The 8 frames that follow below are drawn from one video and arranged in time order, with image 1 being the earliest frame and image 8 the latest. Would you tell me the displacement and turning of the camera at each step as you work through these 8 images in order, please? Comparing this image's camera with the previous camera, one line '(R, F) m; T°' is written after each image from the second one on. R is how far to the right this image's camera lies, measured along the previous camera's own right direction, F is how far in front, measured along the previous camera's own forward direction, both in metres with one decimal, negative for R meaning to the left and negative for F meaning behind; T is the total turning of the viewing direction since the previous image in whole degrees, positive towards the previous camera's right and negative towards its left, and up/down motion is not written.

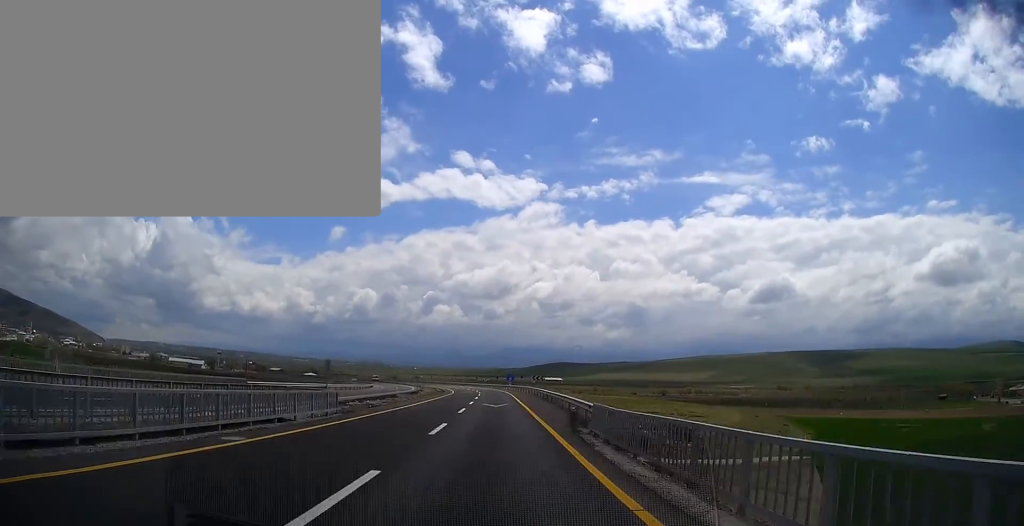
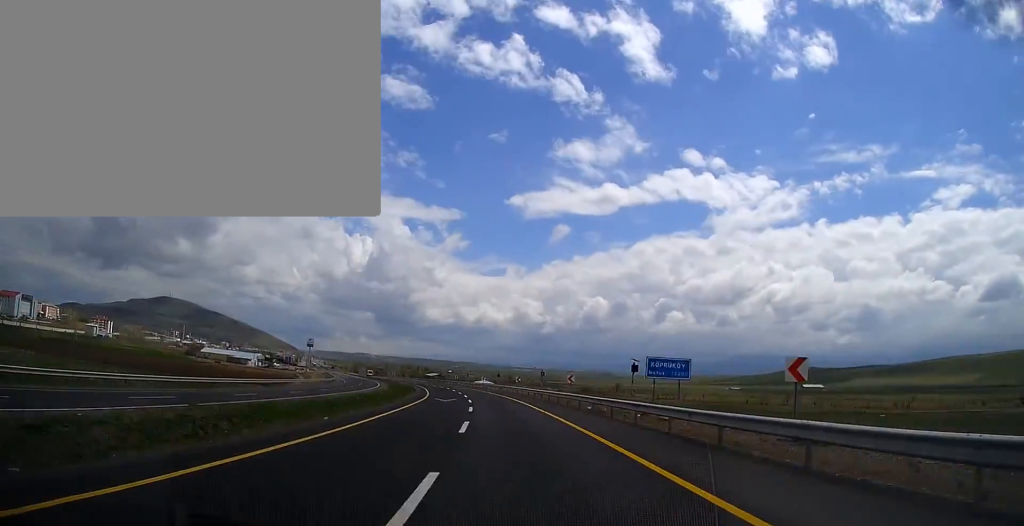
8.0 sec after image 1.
(-28.7, +250.7) m; -20°
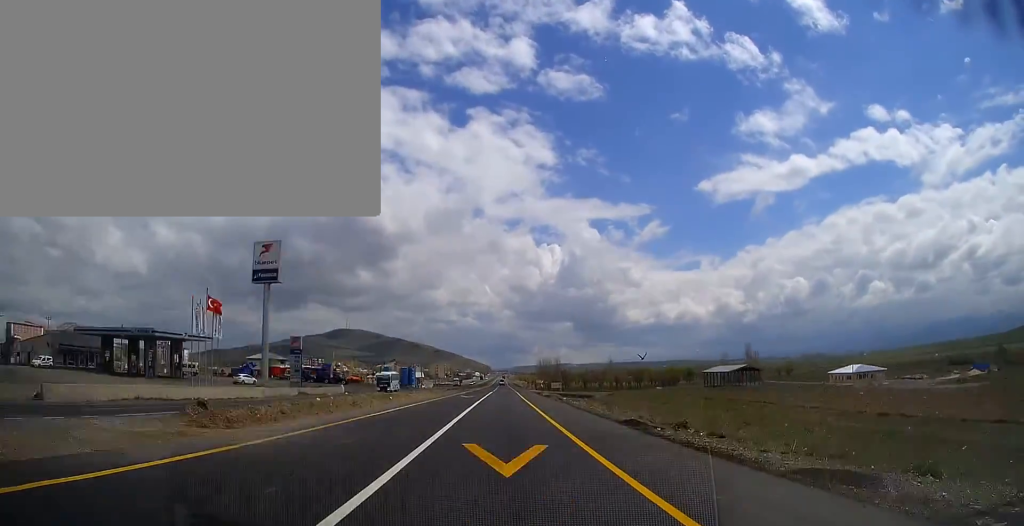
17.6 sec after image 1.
(-50.8, +265.6) m; -14°
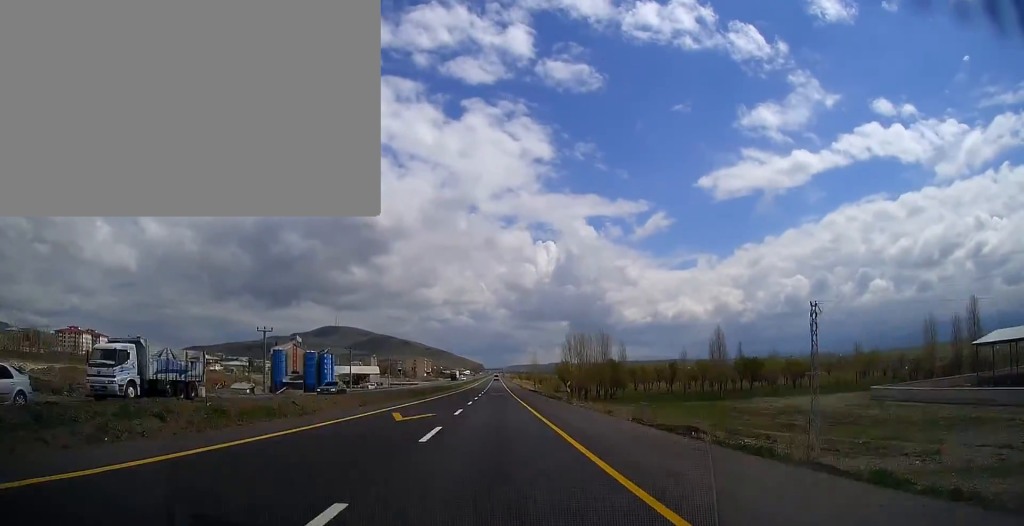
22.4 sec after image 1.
(-2.3, +129.7) m; -1°
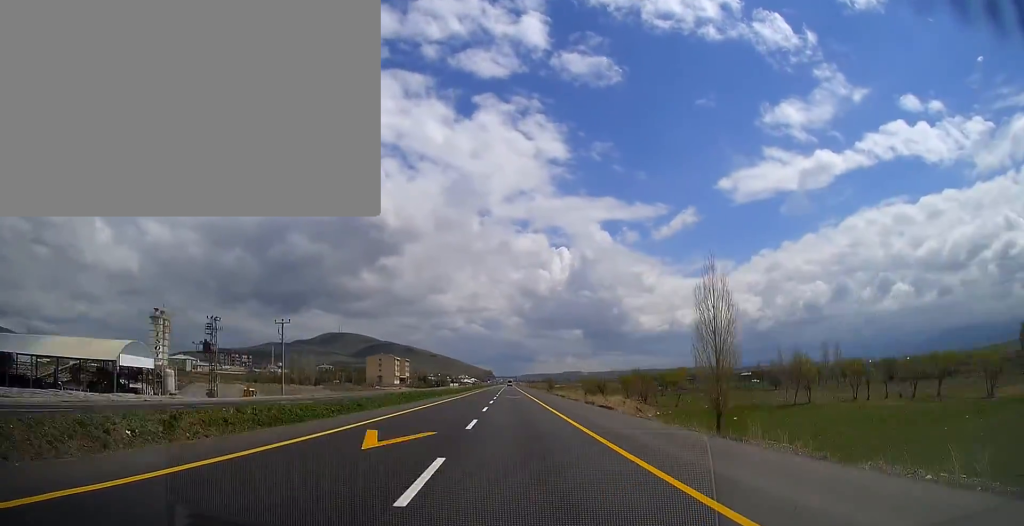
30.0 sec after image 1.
(-0.4, +195.4) m; 0°
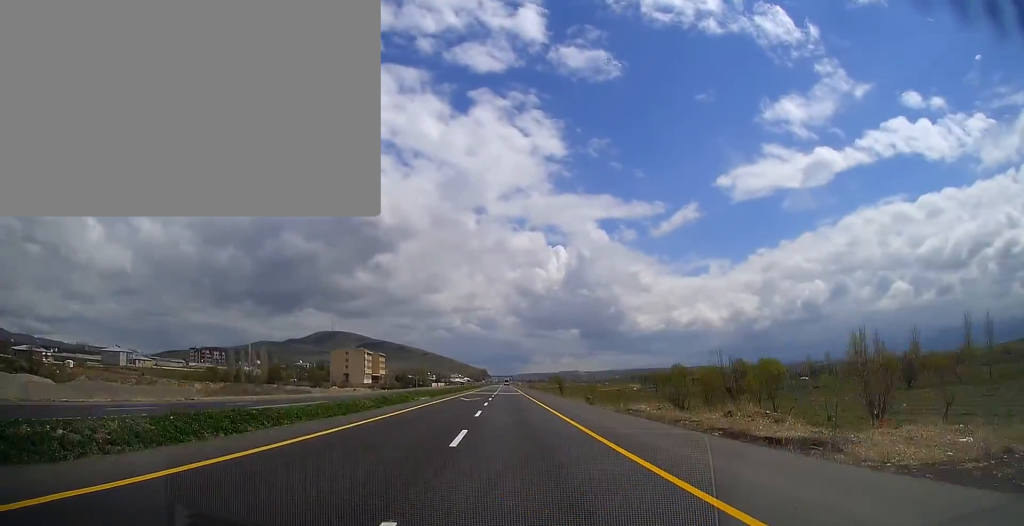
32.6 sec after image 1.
(-0.1, +67.0) m; 0°
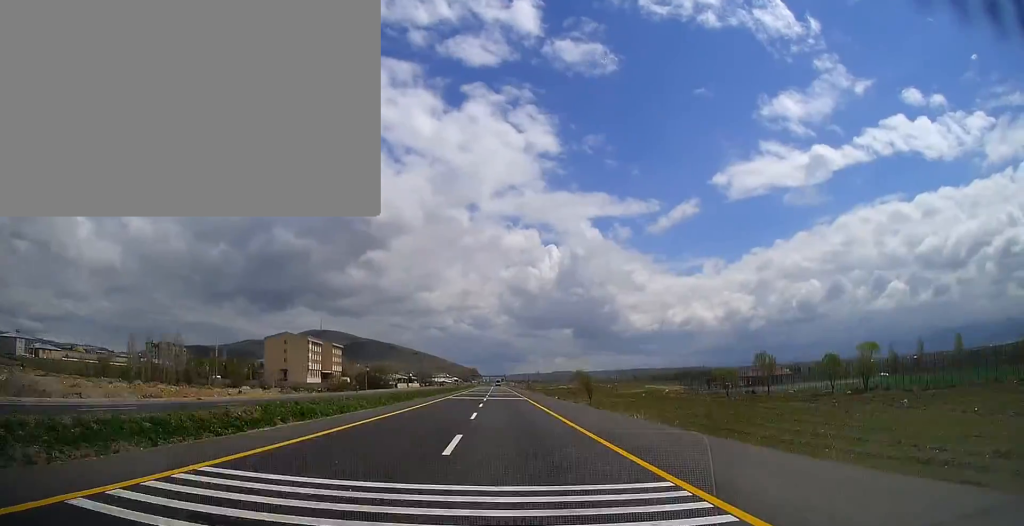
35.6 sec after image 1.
(+0.3, +72.2) m; 0°
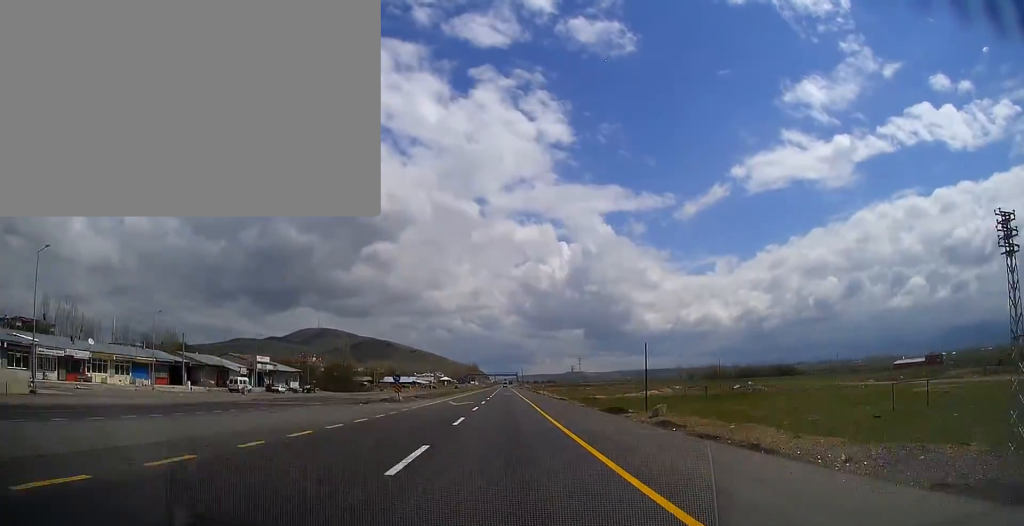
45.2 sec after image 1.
(+0.2, +217.5) m; 0°
